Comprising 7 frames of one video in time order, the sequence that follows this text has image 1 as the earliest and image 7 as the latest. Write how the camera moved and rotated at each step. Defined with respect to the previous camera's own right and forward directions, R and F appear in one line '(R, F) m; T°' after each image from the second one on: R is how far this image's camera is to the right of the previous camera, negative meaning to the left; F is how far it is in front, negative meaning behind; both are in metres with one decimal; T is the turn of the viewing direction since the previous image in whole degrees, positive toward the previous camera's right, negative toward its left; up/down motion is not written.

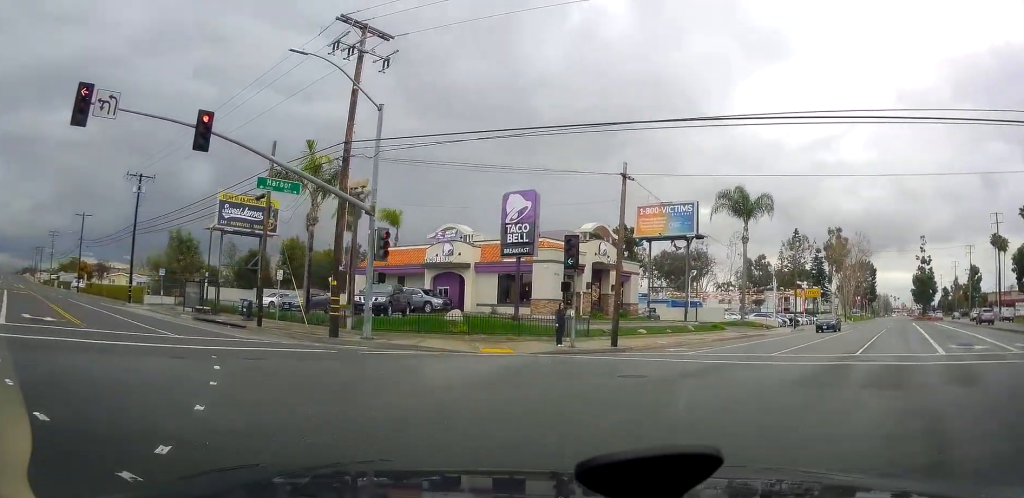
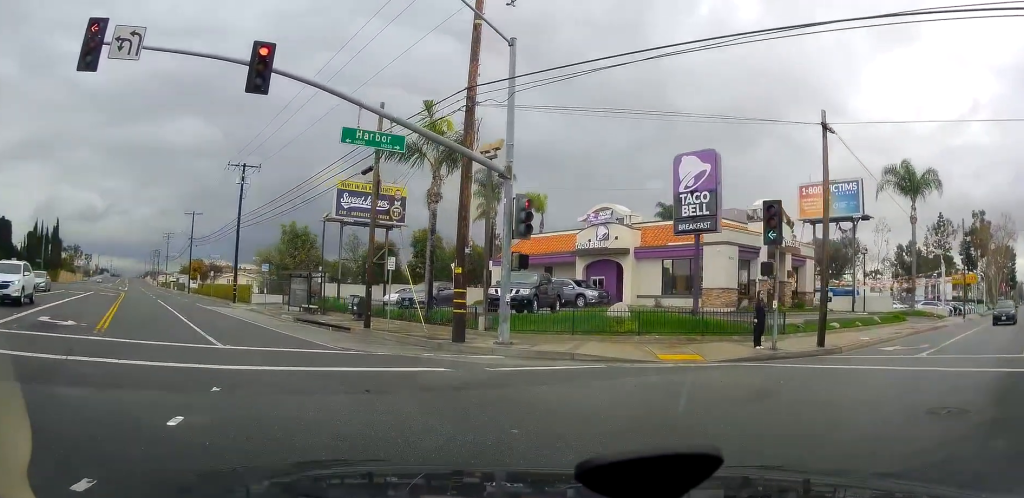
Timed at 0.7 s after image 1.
(-0.6, +6.1) m; -13°
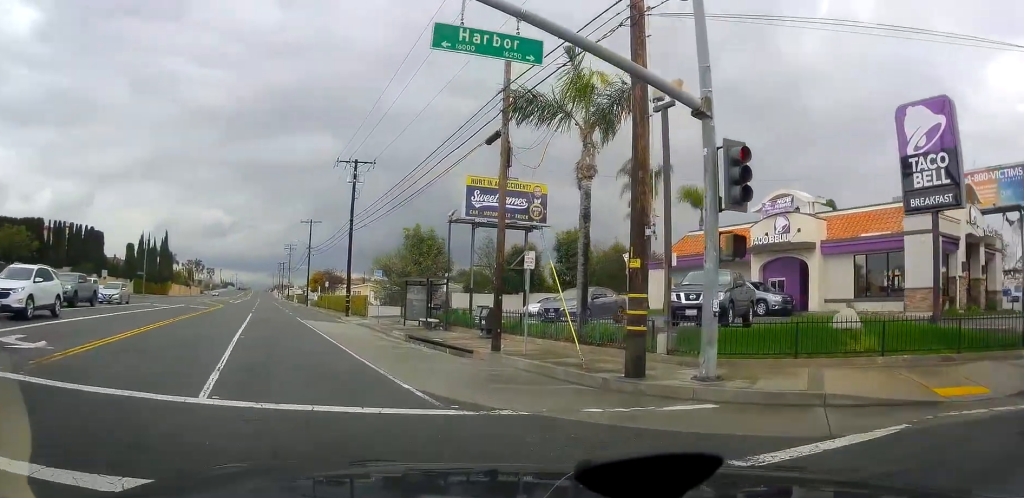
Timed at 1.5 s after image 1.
(-1.0, +6.9) m; -10°
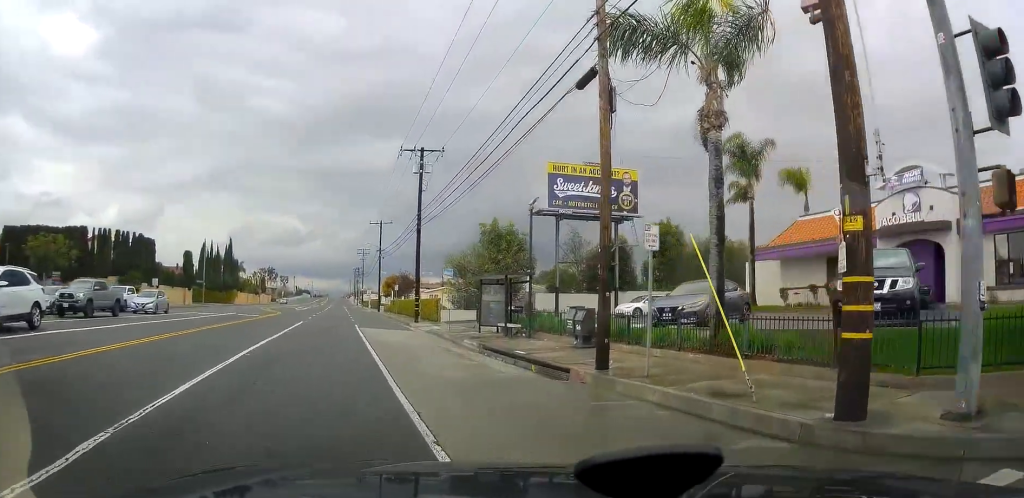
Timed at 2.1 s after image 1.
(-0.3, +5.3) m; -7°
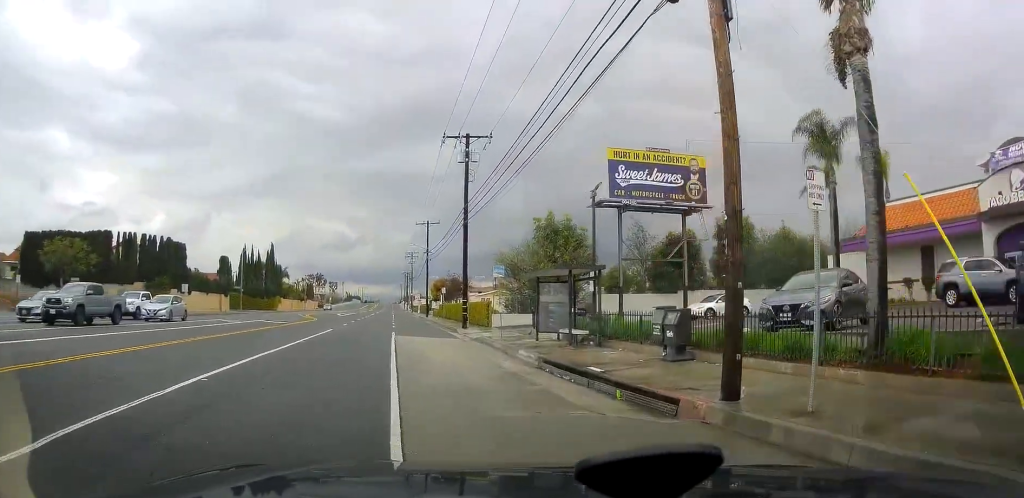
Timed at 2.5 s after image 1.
(-0.1, +4.6) m; -5°
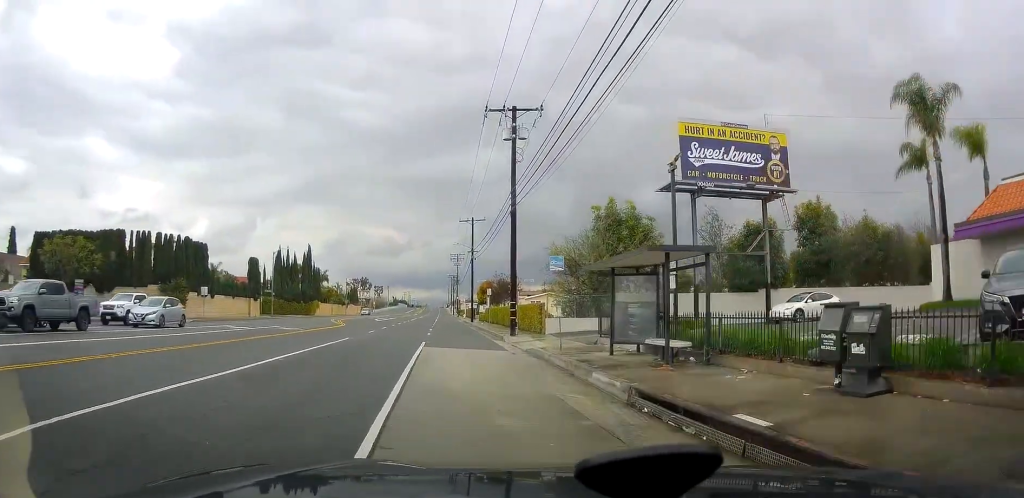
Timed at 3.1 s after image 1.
(-0.3, +6.0) m; -6°
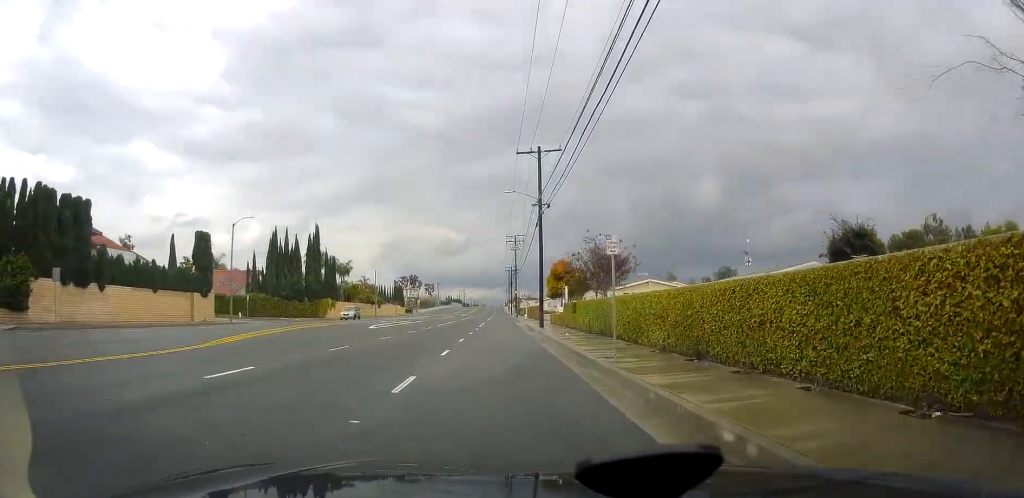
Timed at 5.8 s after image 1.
(-3.5, +30.5) m; -8°
